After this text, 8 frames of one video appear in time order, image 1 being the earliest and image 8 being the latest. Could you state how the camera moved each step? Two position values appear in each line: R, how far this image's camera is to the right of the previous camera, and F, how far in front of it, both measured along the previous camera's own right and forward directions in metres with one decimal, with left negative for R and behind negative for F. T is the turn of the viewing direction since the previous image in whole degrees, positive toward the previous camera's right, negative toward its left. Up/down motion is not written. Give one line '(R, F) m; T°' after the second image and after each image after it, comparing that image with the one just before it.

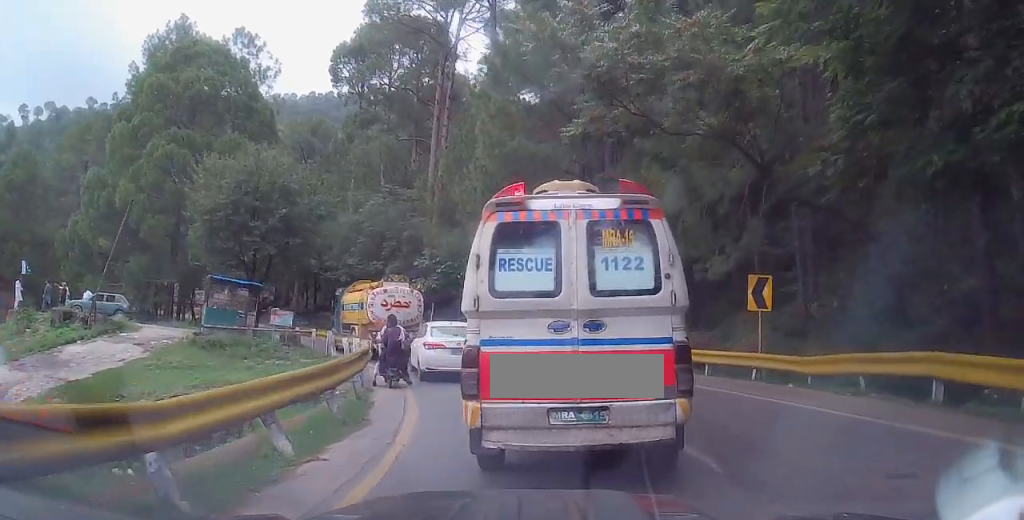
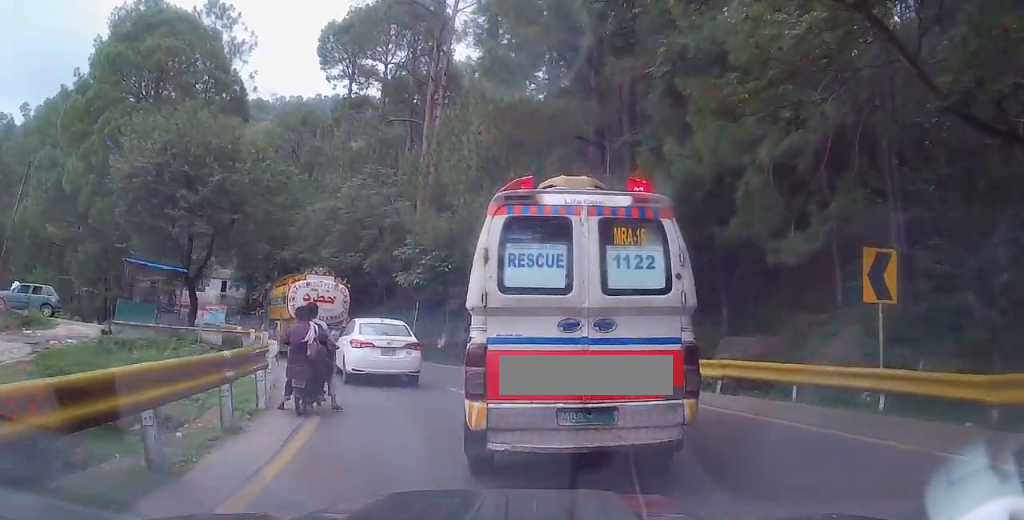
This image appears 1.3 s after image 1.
(+0.4, +5.8) m; +4°
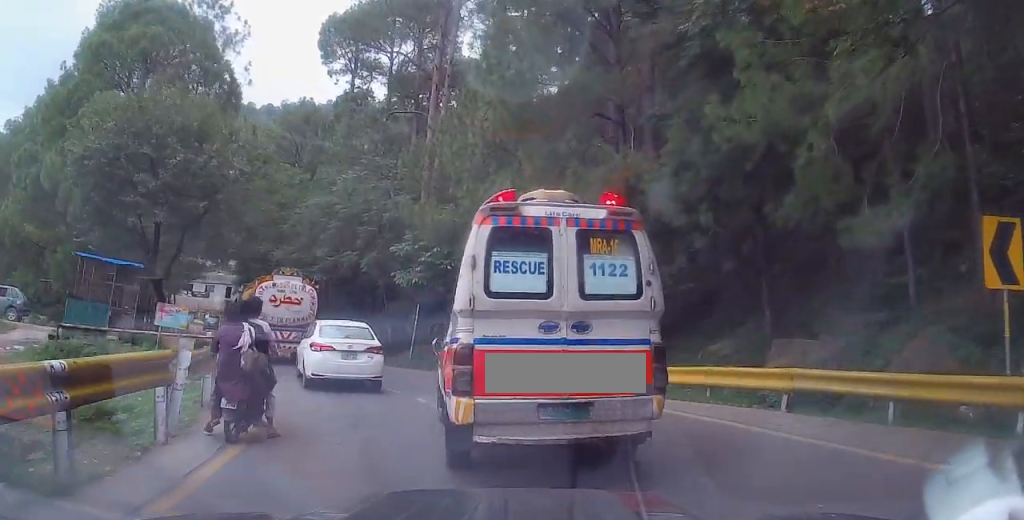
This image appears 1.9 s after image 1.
(0.0, +3.0) m; -2°
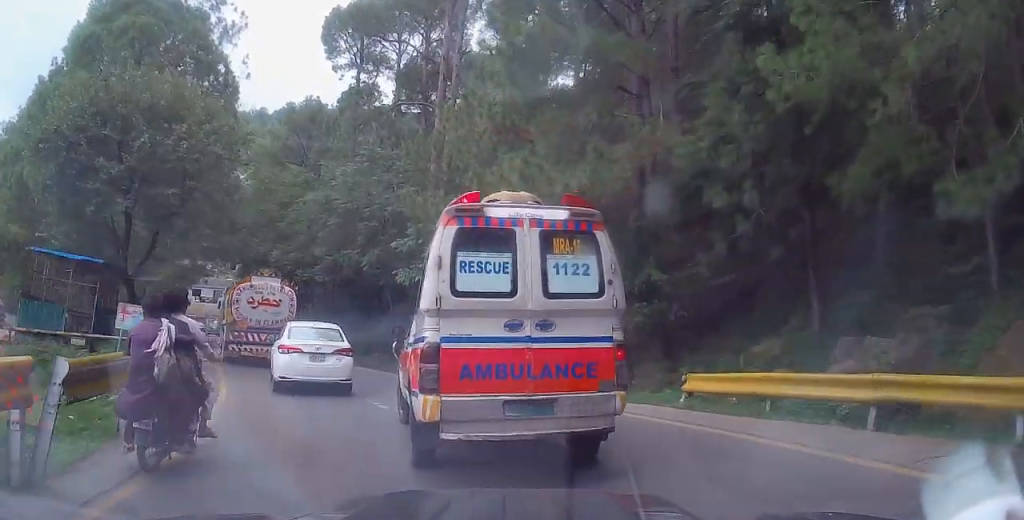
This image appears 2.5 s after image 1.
(+0.1, +2.4) m; -4°
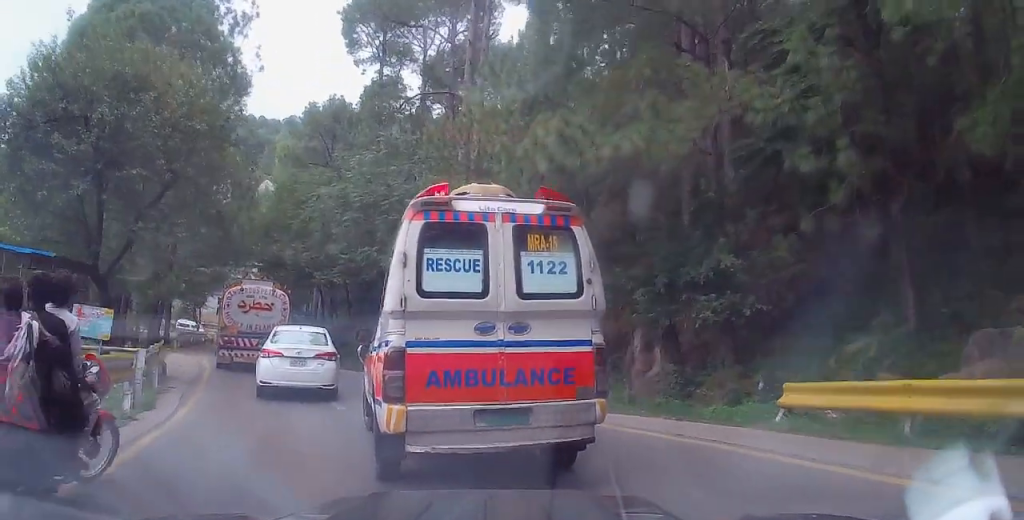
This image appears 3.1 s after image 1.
(-0.3, +3.0) m; -5°
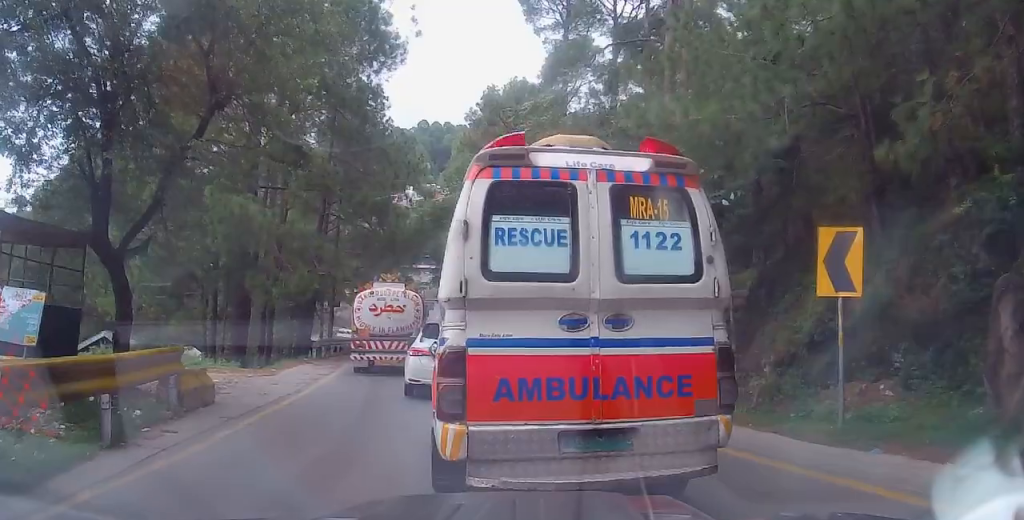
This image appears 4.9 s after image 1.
(-0.7, +7.2) m; -14°
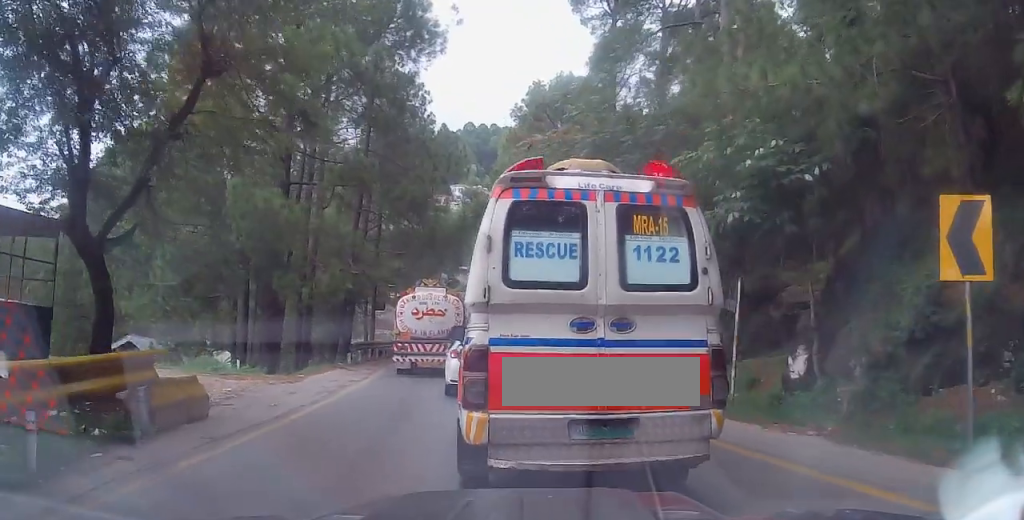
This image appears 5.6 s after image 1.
(+0.1, +2.0) m; -12°
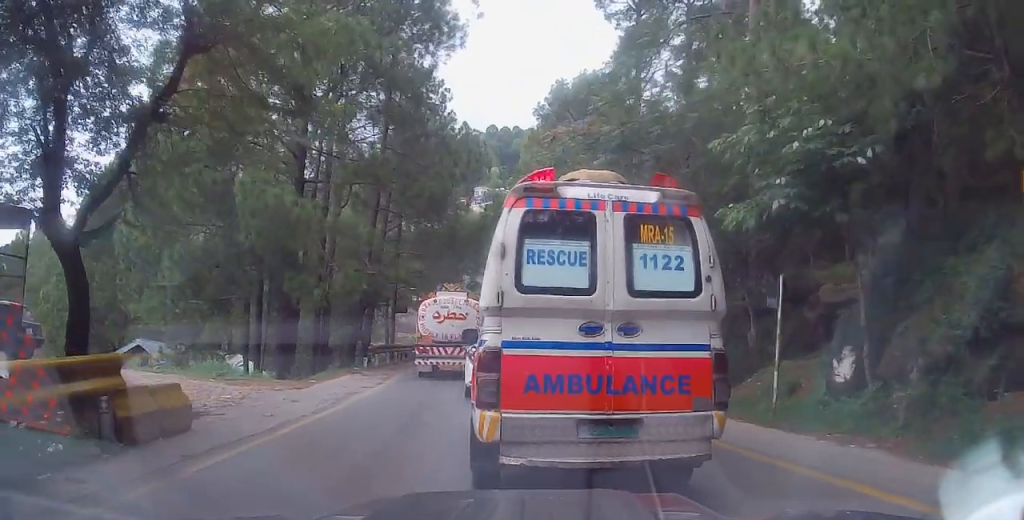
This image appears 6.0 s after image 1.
(-0.3, +1.1) m; -3°
